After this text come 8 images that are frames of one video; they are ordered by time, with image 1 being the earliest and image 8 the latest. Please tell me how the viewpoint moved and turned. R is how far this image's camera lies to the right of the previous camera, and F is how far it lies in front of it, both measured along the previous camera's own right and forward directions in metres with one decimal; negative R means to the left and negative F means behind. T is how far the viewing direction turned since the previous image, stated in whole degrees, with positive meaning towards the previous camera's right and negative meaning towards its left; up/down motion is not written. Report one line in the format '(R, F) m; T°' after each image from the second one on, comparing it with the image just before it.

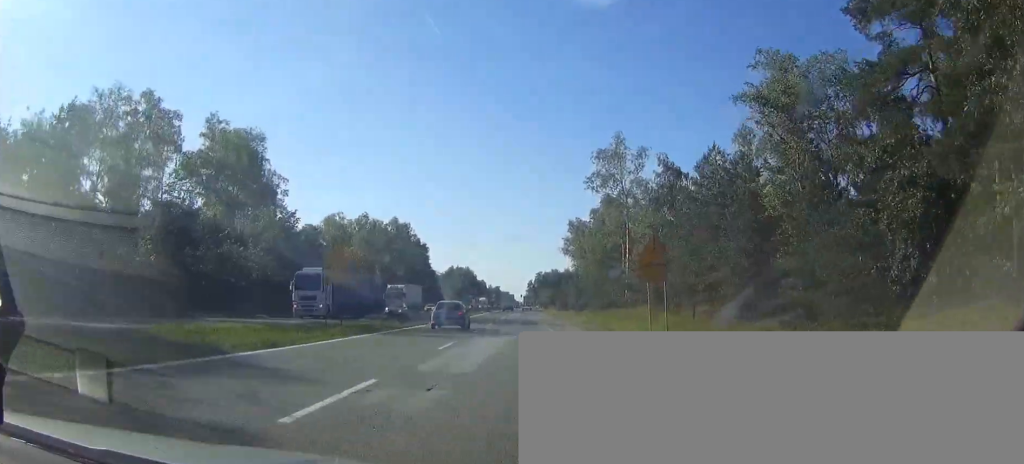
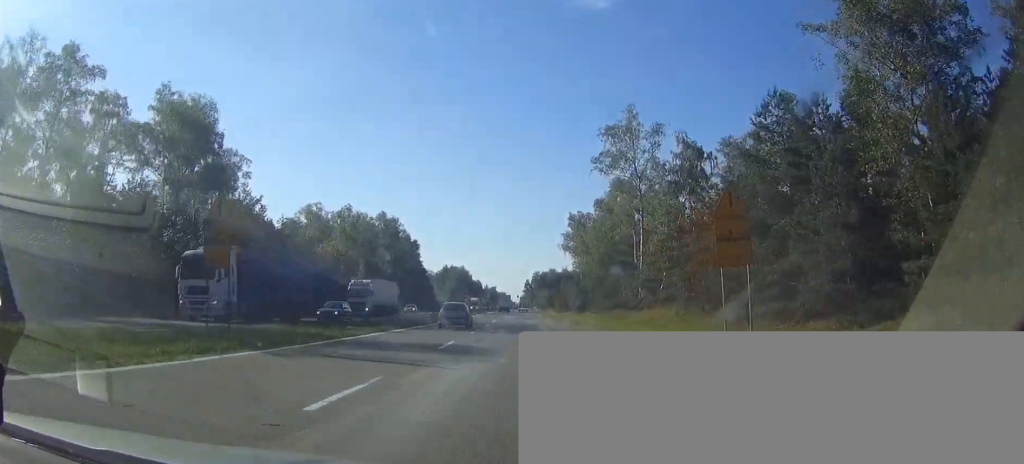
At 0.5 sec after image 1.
(0.0, +11.3) m; 0°
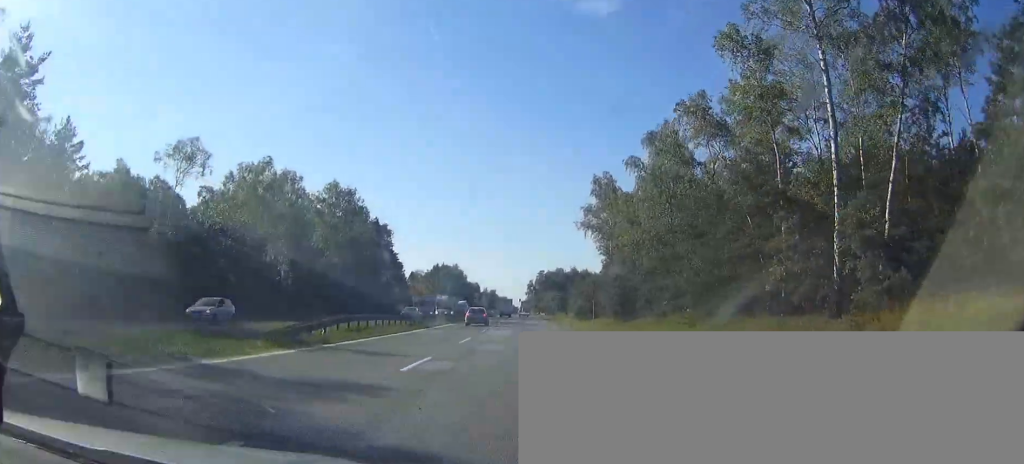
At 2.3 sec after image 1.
(0.0, +42.8) m; 0°
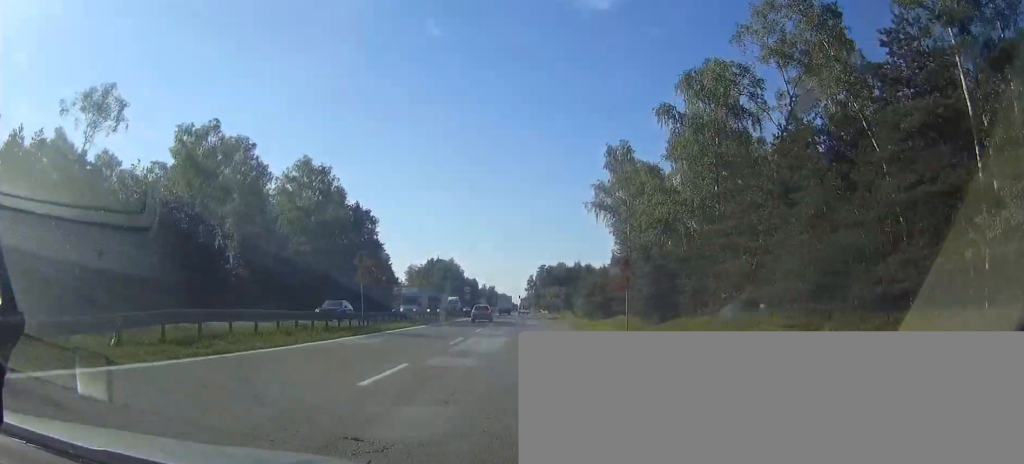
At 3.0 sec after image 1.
(0.0, +15.8) m; 0°
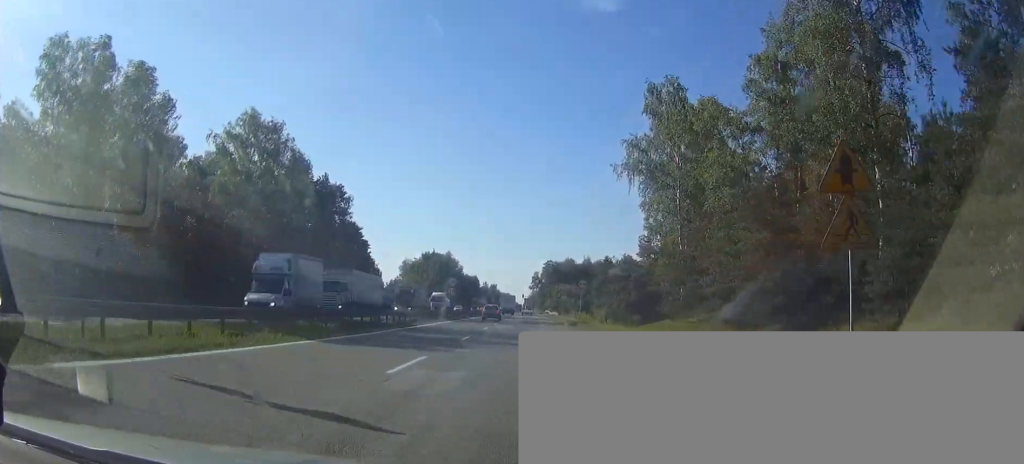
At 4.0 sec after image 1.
(0.0, +22.9) m; 0°
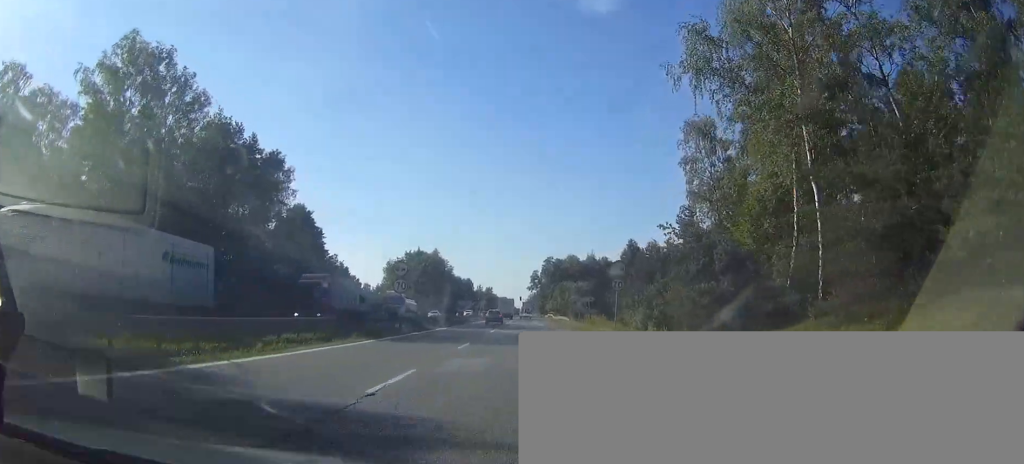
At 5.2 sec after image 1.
(0.0, +26.0) m; 0°
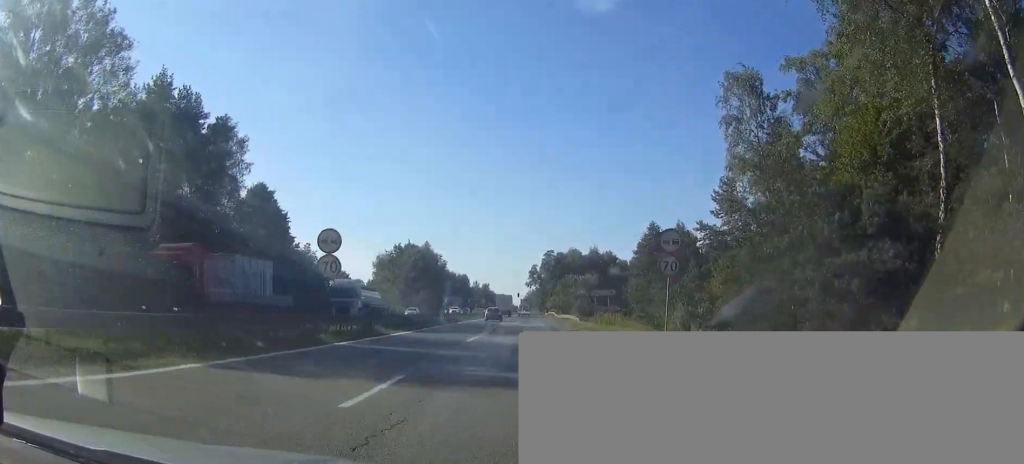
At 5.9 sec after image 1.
(0.0, +14.1) m; 0°
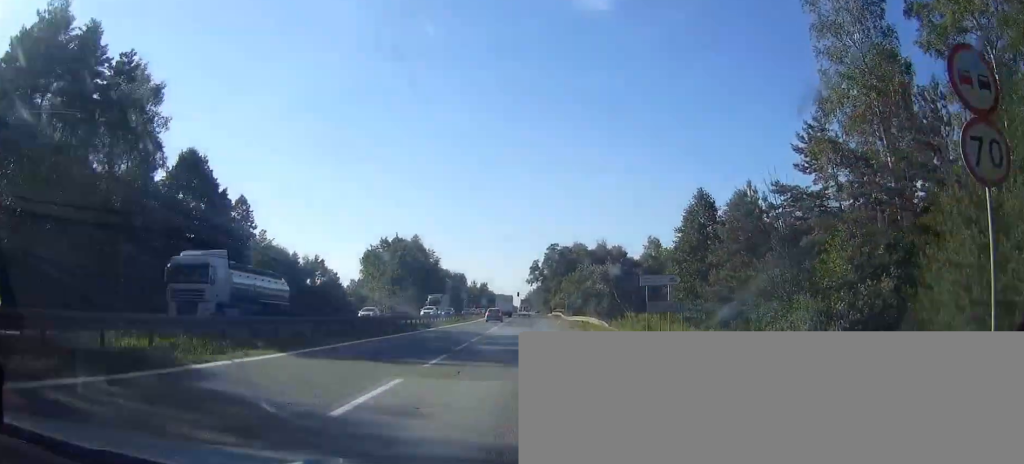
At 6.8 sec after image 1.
(0.0, +18.1) m; 0°
